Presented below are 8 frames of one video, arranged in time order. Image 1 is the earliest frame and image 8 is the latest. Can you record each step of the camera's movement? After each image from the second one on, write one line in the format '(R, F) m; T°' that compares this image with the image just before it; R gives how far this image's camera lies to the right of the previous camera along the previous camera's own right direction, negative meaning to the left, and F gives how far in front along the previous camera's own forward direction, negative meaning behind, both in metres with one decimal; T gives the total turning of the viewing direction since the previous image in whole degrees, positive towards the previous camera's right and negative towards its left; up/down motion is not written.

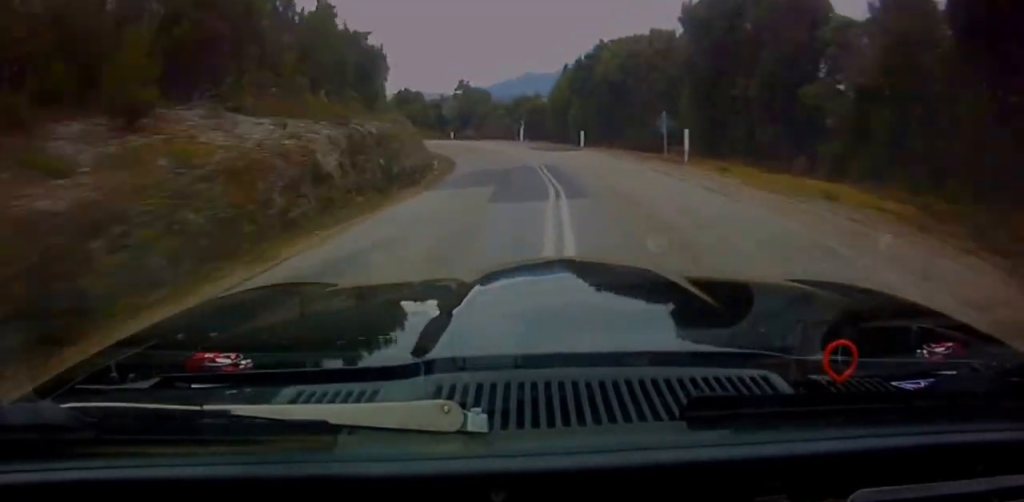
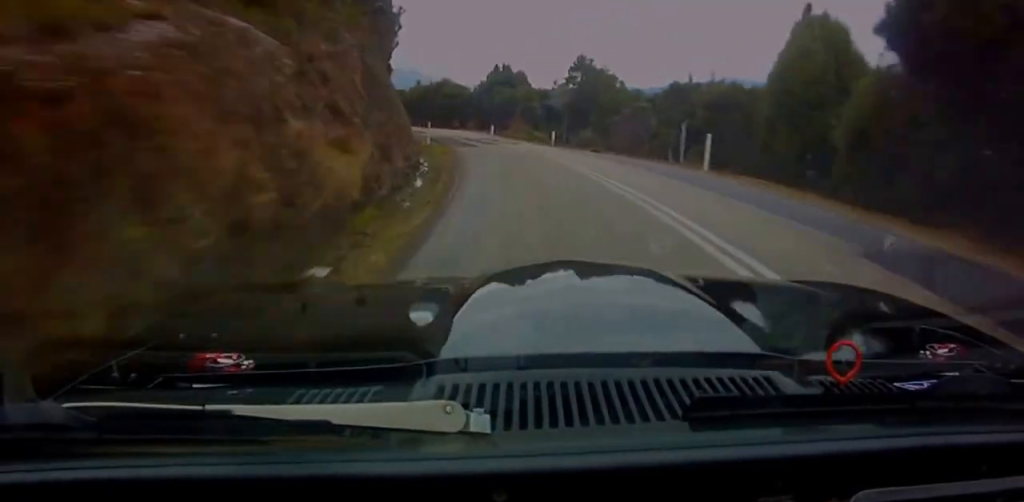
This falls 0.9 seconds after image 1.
(-2.4, +32.6) m; -13°
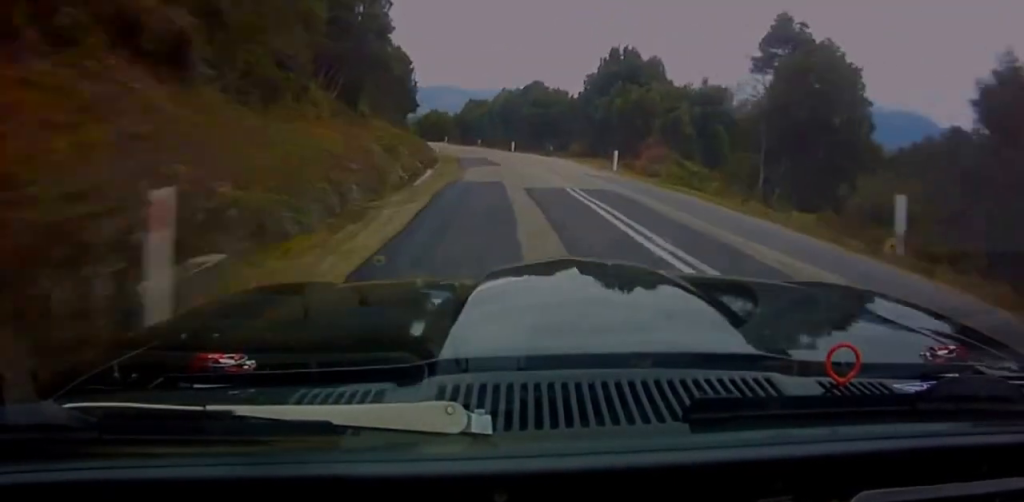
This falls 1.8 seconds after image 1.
(-4.6, +32.8) m; -11°
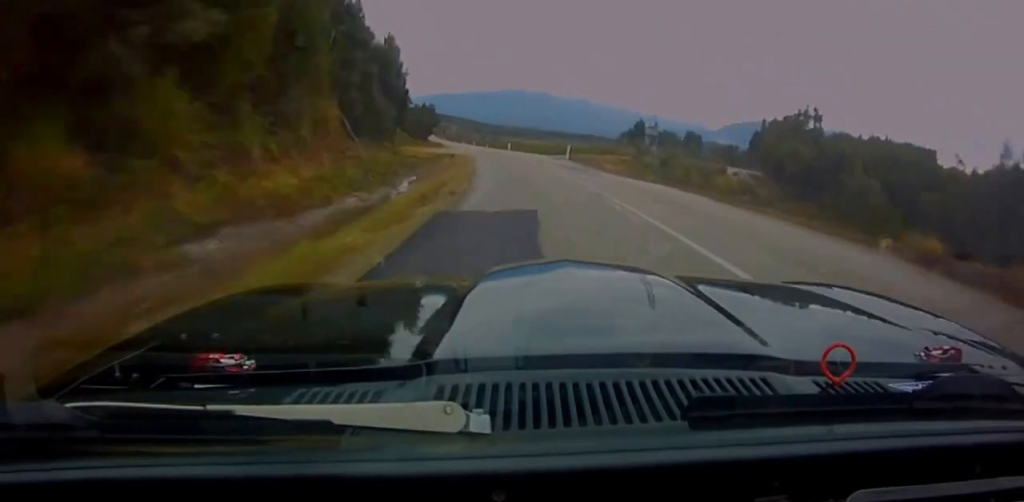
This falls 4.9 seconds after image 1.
(-28.1, +127.7) m; -25°
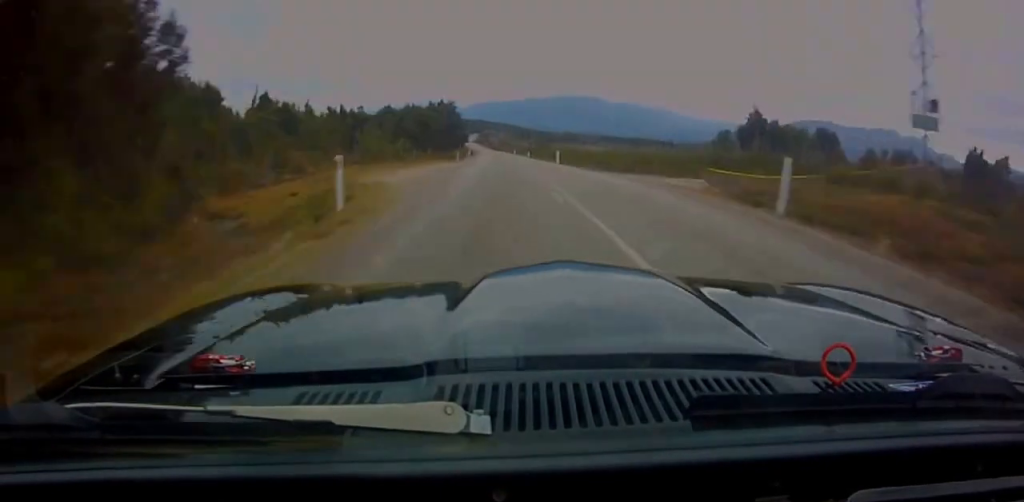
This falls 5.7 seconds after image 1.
(-2.5, +37.3) m; -4°
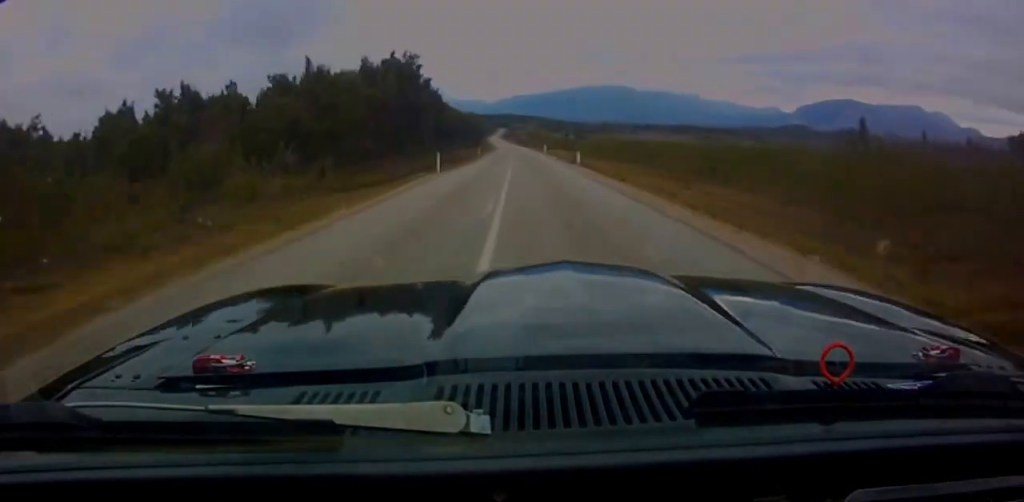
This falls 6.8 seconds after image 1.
(-1.2, +53.7) m; -1°
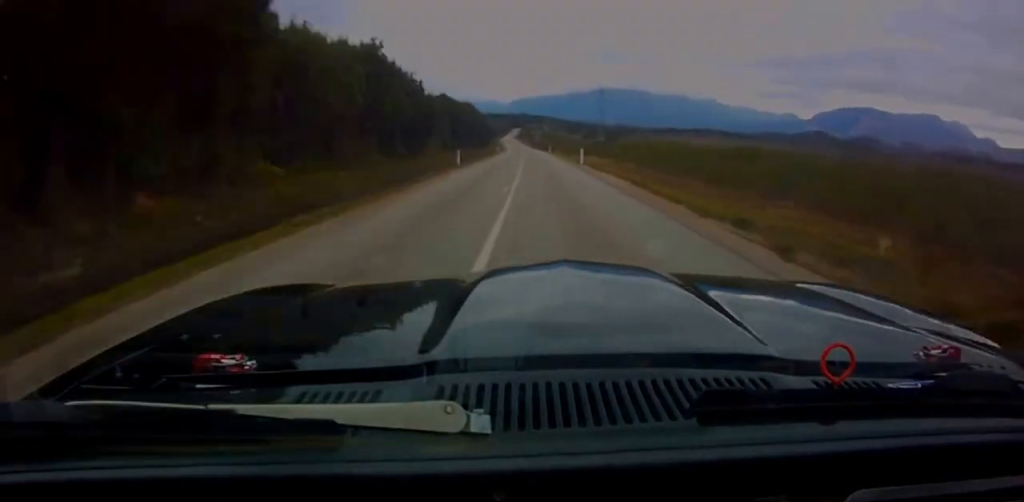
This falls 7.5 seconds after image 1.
(+0.1, +35.2) m; 0°
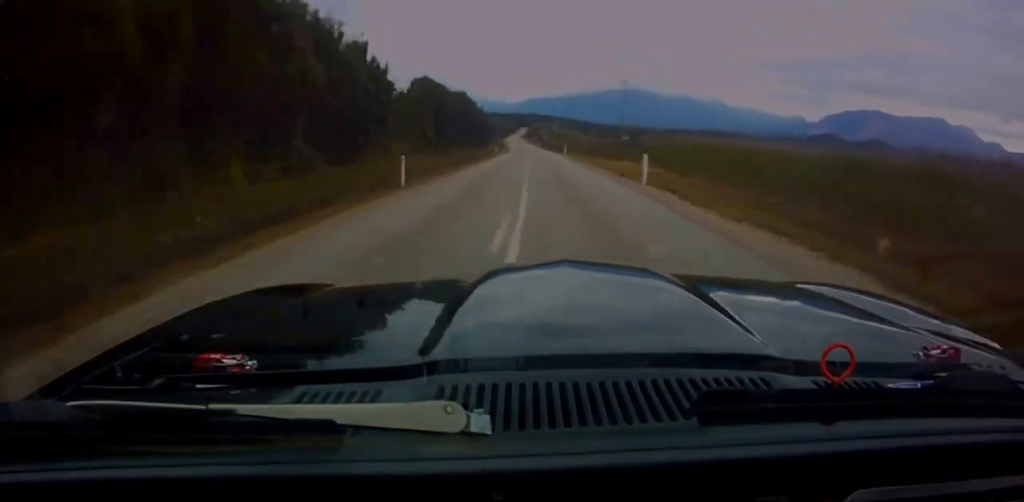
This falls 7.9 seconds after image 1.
(0.0, +20.2) m; 0°
